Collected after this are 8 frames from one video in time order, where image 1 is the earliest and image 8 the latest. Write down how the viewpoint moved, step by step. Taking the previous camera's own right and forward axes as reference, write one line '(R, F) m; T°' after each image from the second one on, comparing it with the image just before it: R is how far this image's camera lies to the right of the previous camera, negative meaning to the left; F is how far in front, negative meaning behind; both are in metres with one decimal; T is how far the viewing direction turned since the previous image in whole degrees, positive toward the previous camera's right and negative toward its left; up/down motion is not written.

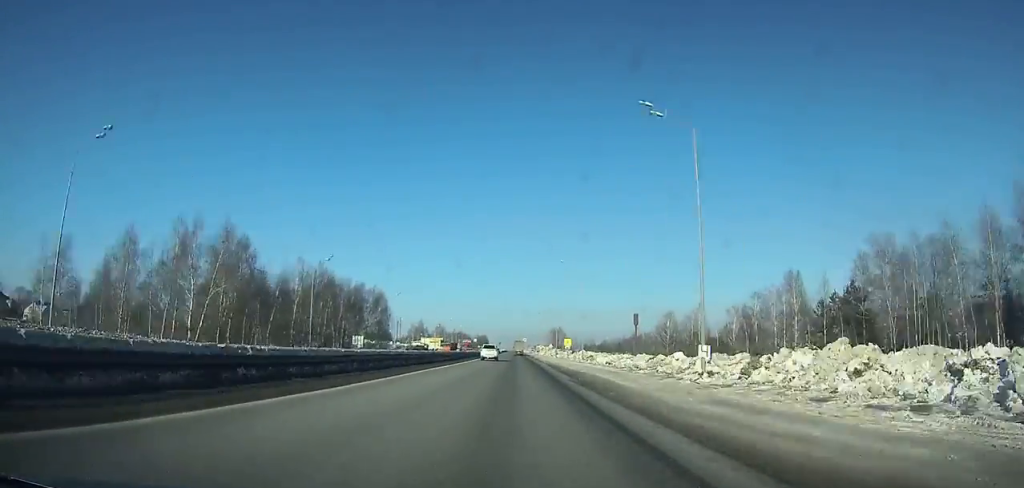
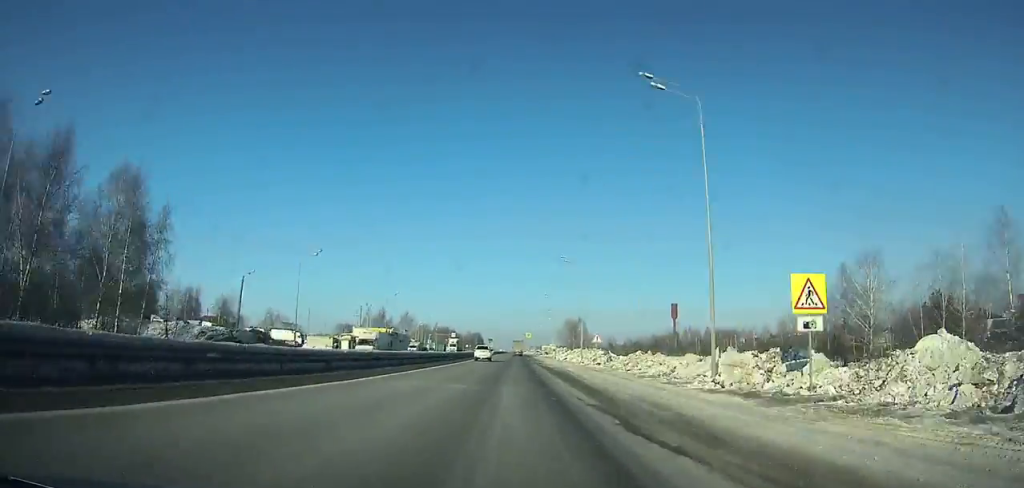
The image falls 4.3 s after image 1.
(-0.2, +94.3) m; 0°
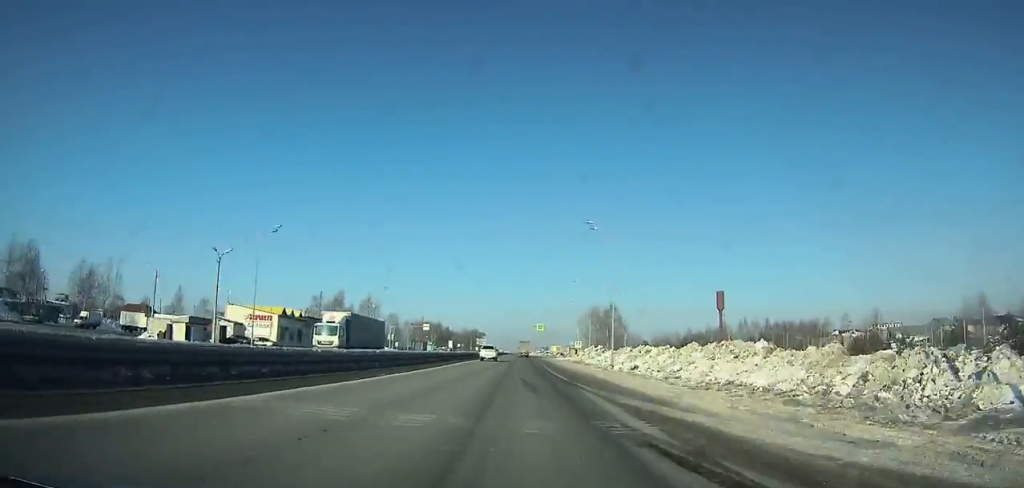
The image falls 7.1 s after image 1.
(-0.1, +61.6) m; 0°
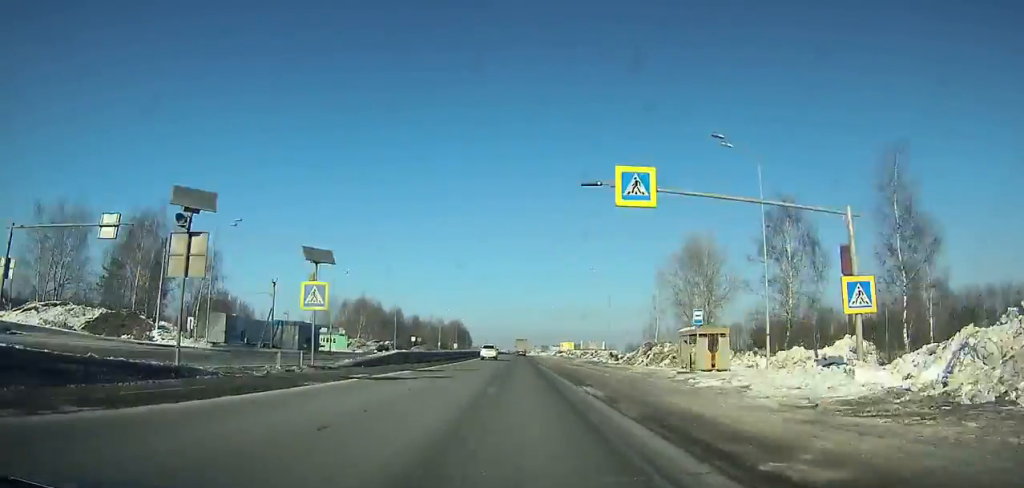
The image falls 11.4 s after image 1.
(+0.1, +95.2) m; 0°
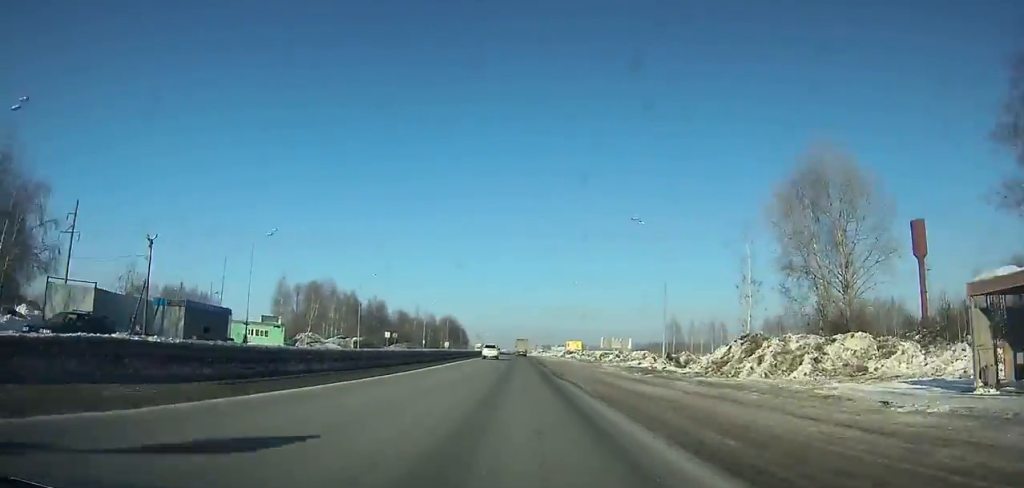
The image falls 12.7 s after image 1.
(0.0, +28.9) m; 0°
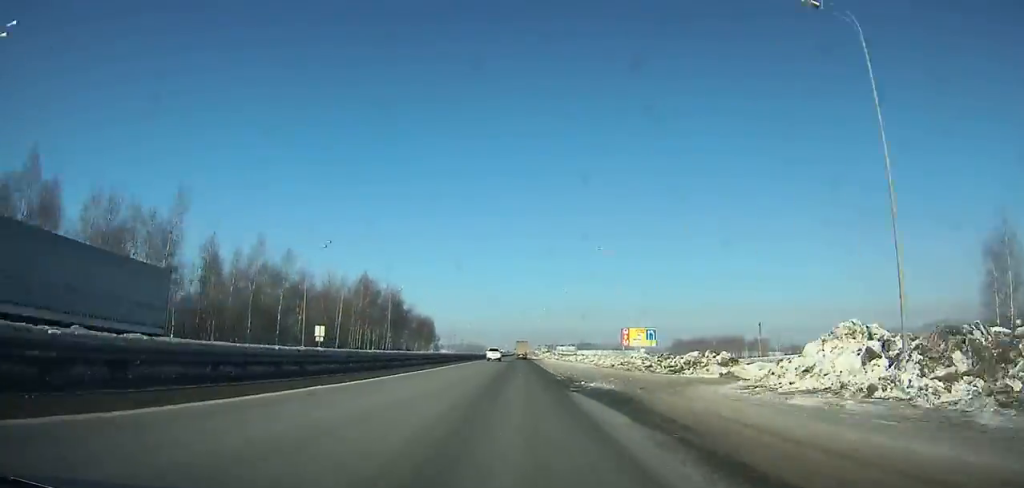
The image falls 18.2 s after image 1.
(-0.2, +122.9) m; 0°
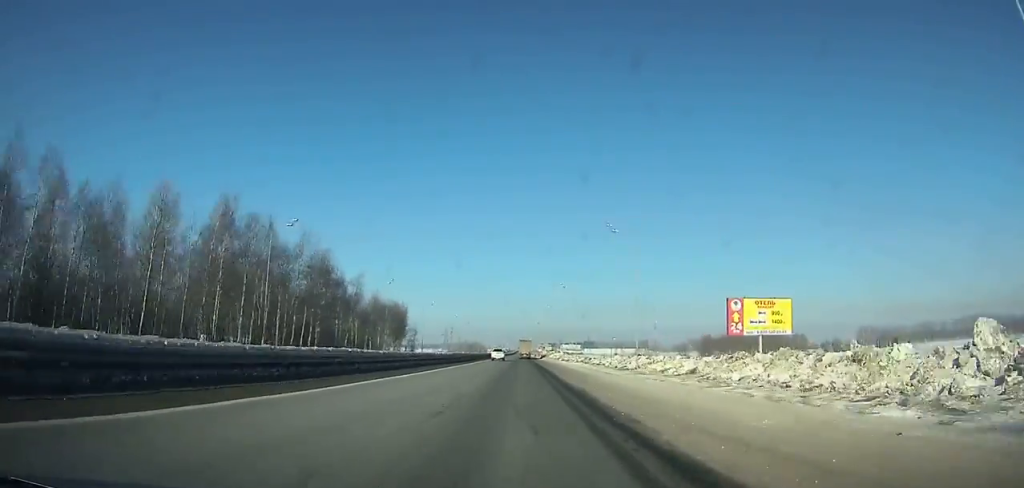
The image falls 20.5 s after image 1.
(0.0, +51.7) m; 0°
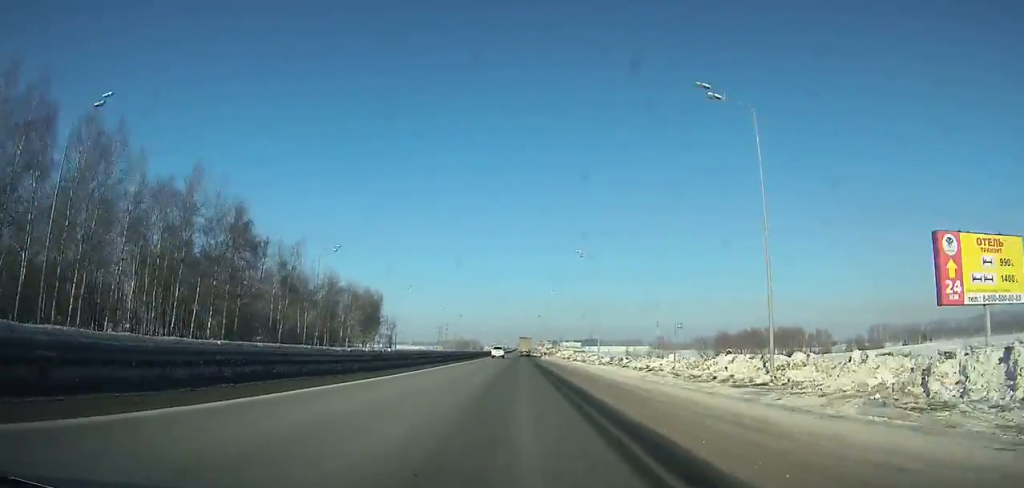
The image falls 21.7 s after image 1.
(0.0, +27.1) m; 0°
